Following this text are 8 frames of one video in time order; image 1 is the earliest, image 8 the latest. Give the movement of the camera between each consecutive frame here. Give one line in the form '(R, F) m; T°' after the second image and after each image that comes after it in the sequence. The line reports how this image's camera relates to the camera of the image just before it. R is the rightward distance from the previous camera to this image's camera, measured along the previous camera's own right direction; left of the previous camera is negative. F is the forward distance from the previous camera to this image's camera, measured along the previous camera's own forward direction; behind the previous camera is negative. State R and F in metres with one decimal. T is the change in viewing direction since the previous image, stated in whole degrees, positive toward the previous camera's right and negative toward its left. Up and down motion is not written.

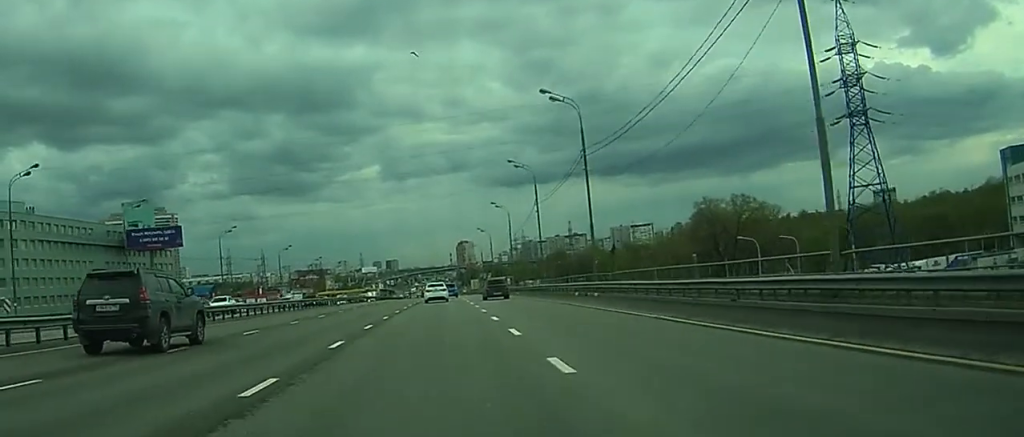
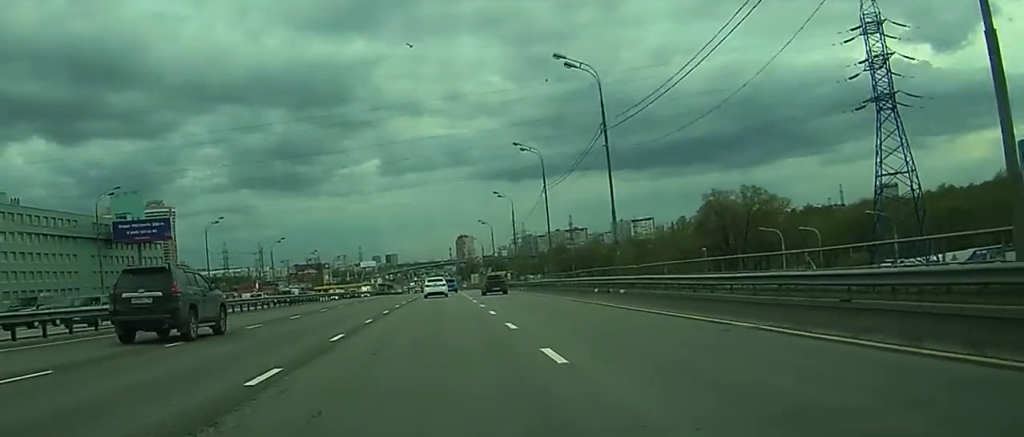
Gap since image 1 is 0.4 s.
(0.0, +7.7) m; 0°
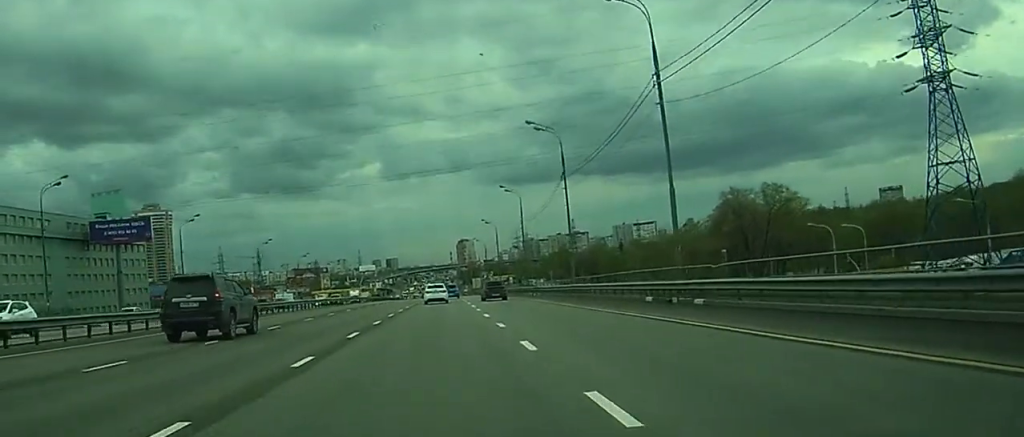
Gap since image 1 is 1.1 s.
(-0.1, +12.7) m; 0°
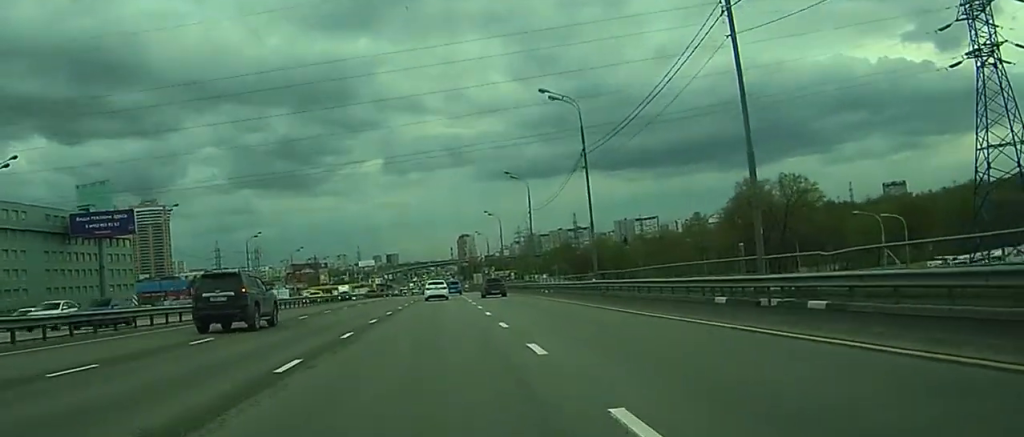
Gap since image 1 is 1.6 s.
(0.0, +9.5) m; 0°
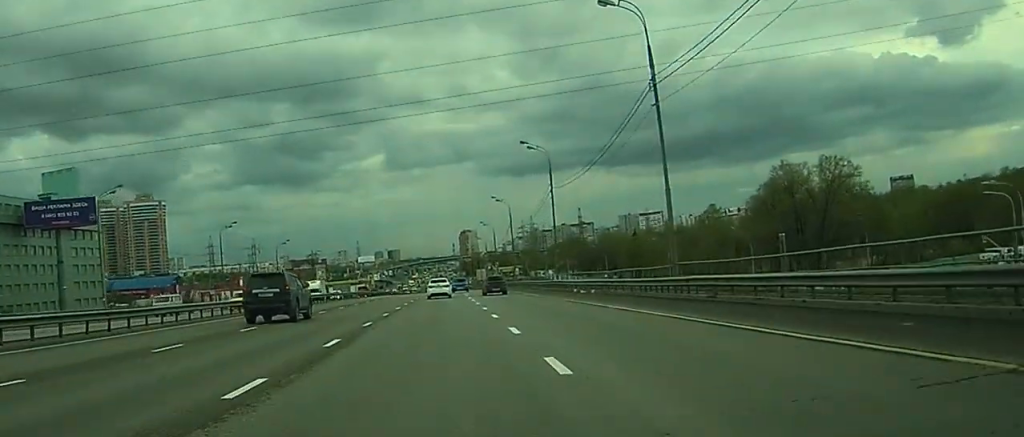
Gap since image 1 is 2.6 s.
(+0.1, +18.9) m; 0°
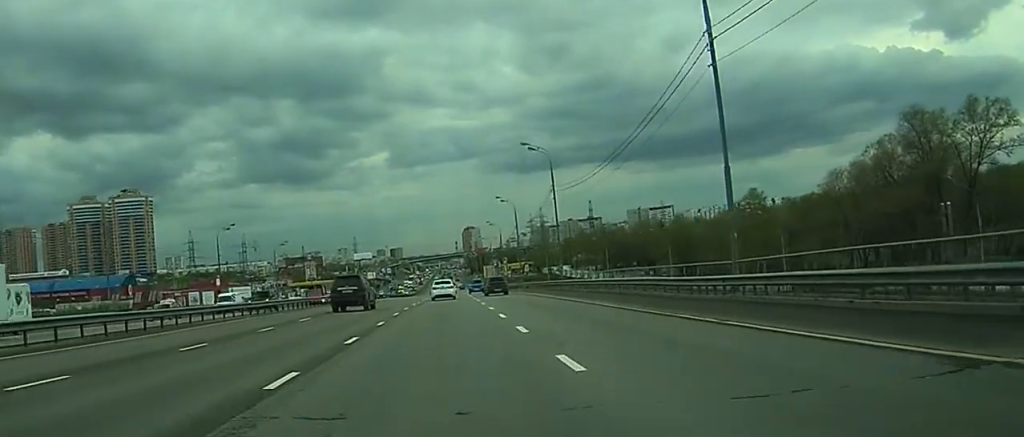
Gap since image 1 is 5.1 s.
(-0.4, +46.8) m; 0°
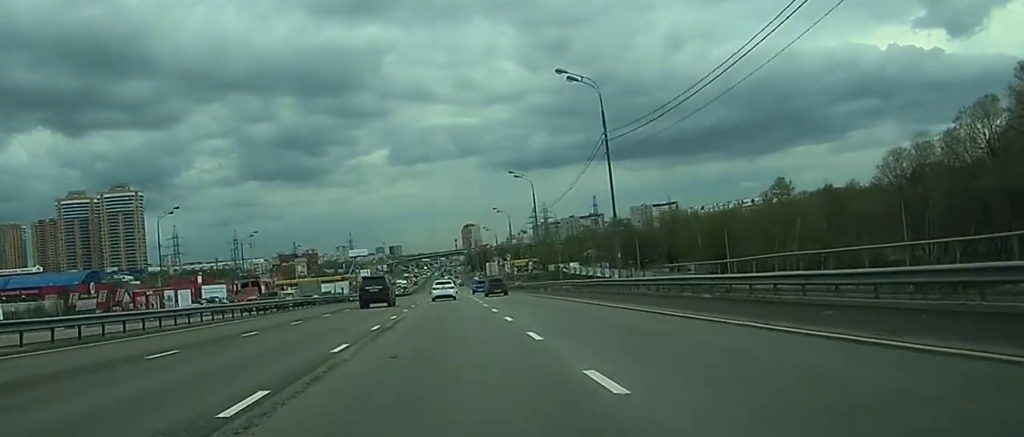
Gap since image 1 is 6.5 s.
(+0.2, +26.2) m; +1°
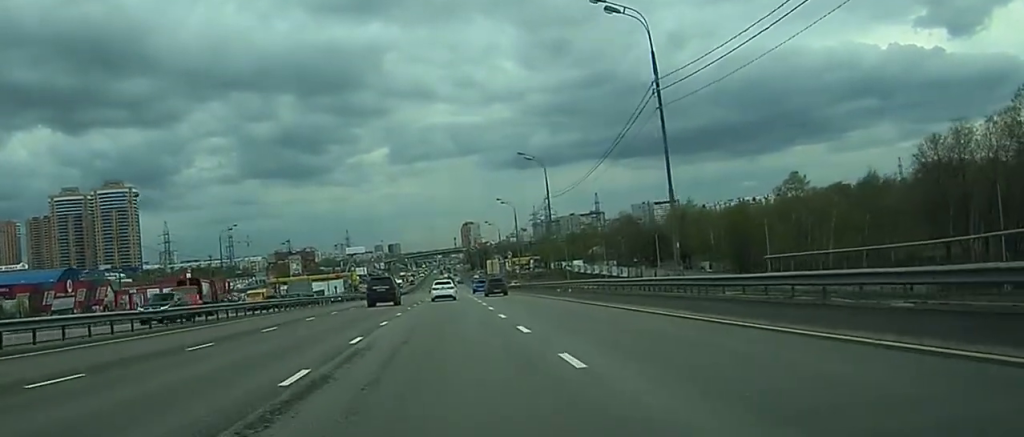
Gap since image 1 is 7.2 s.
(0.0, +13.2) m; 0°
